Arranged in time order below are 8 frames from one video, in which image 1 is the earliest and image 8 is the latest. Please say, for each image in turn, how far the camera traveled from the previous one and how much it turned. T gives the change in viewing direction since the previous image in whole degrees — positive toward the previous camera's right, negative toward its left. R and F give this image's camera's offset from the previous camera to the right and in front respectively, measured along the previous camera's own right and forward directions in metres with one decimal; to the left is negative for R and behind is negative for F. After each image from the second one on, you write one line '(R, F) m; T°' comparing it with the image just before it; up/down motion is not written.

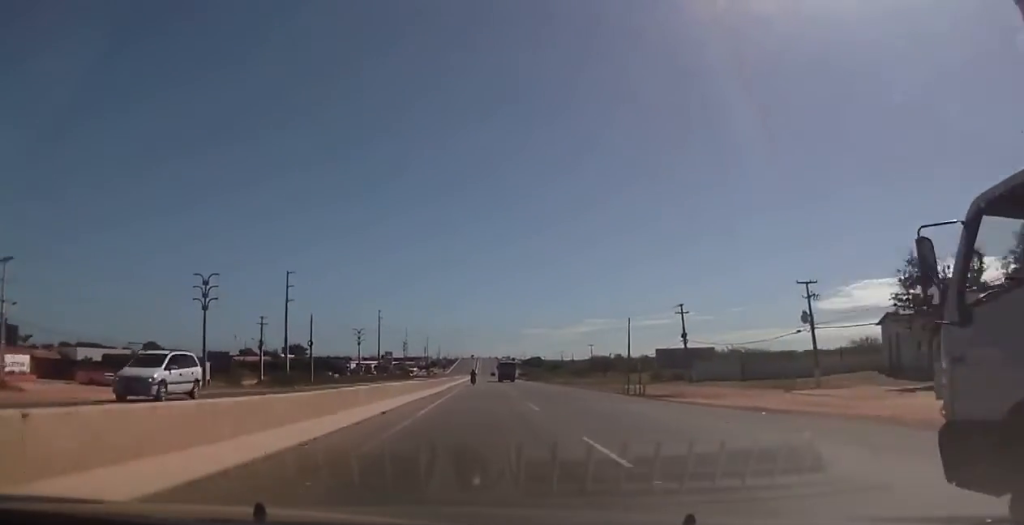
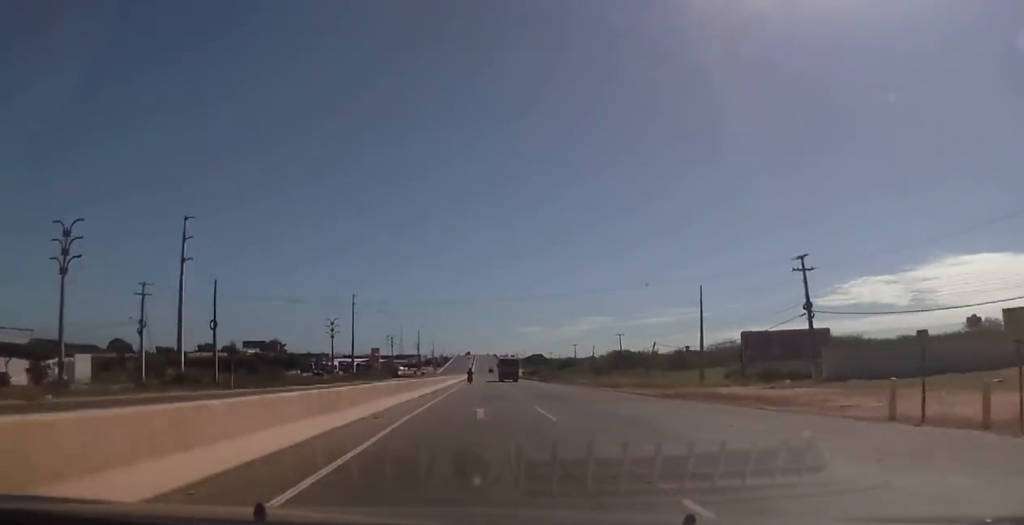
(0.0, +35.1) m; -1°
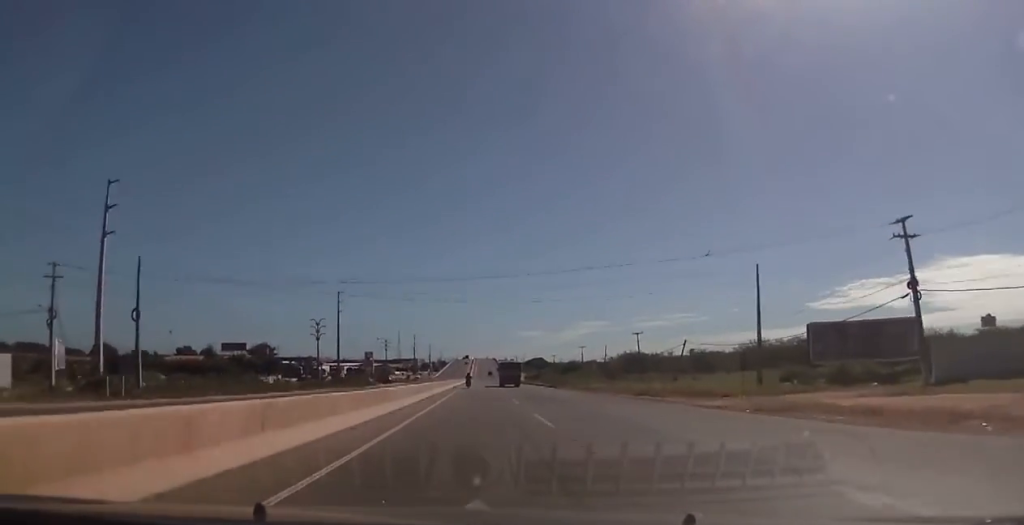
(-0.1, +17.3) m; 0°
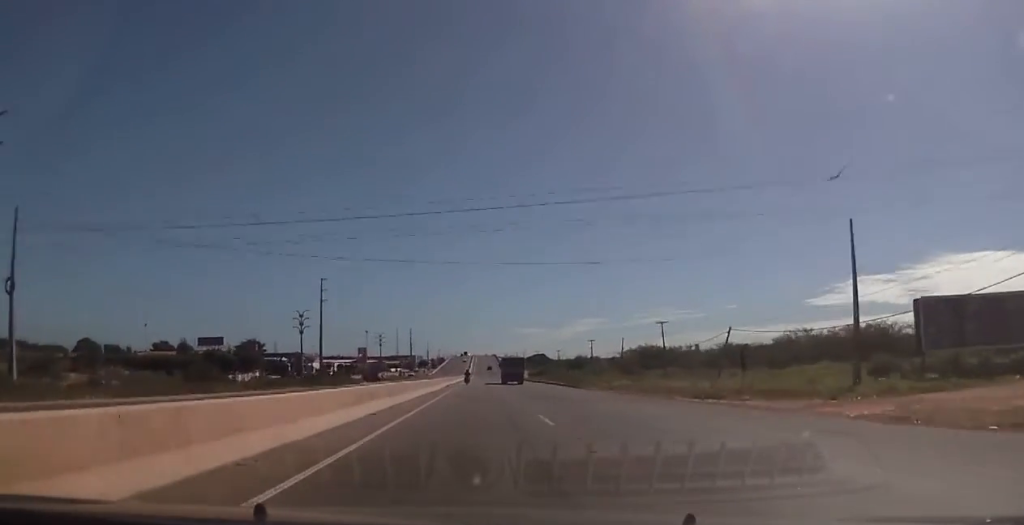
(0.0, +17.2) m; 0°
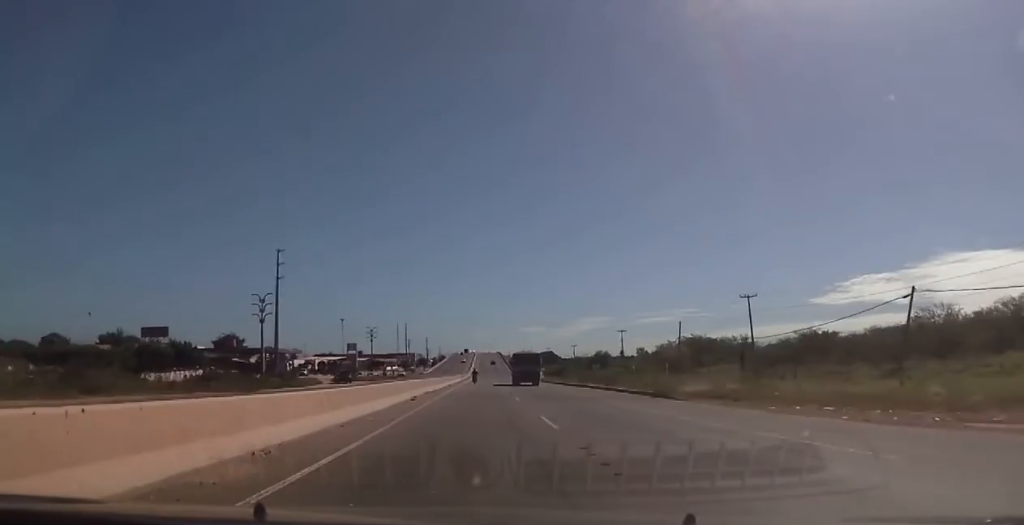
(+0.3, +33.0) m; 0°
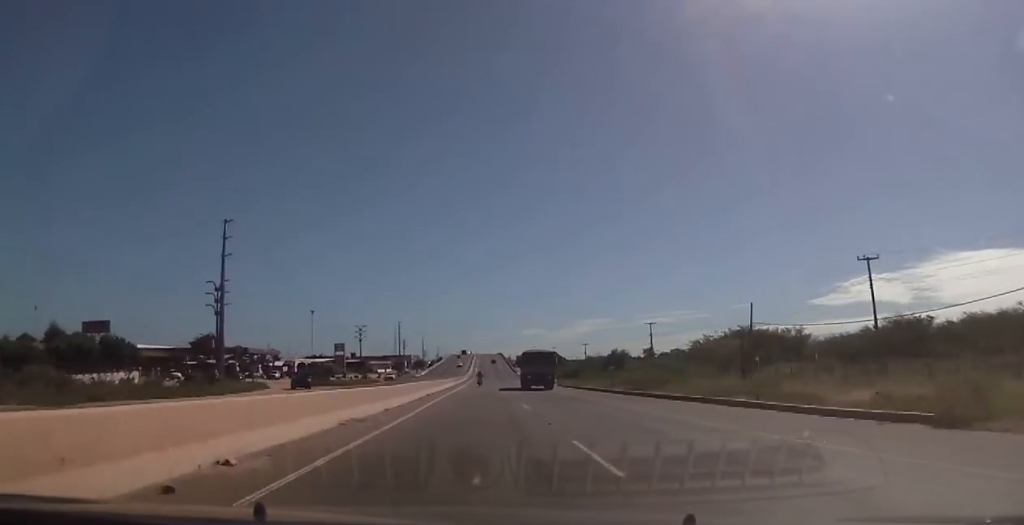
(0.0, +23.5) m; 0°
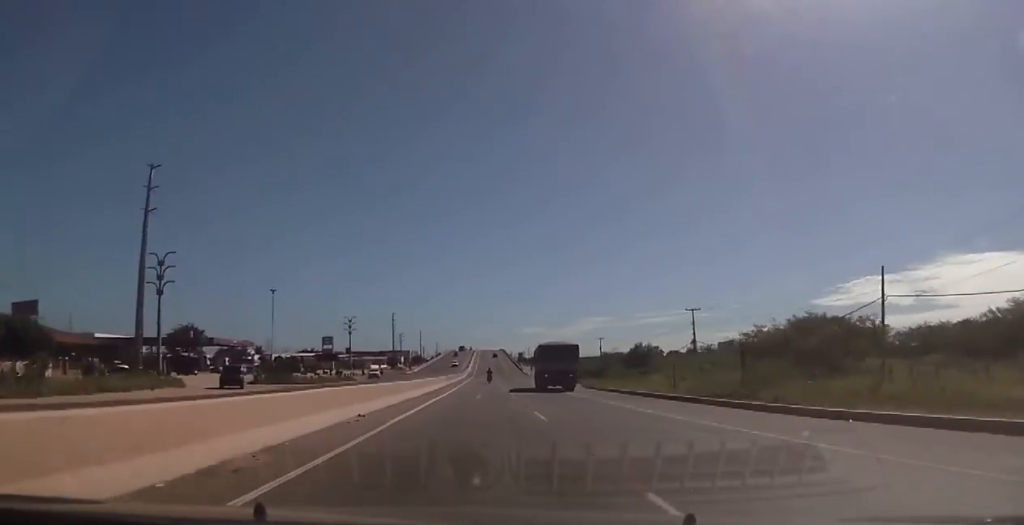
(-0.1, +21.7) m; 0°
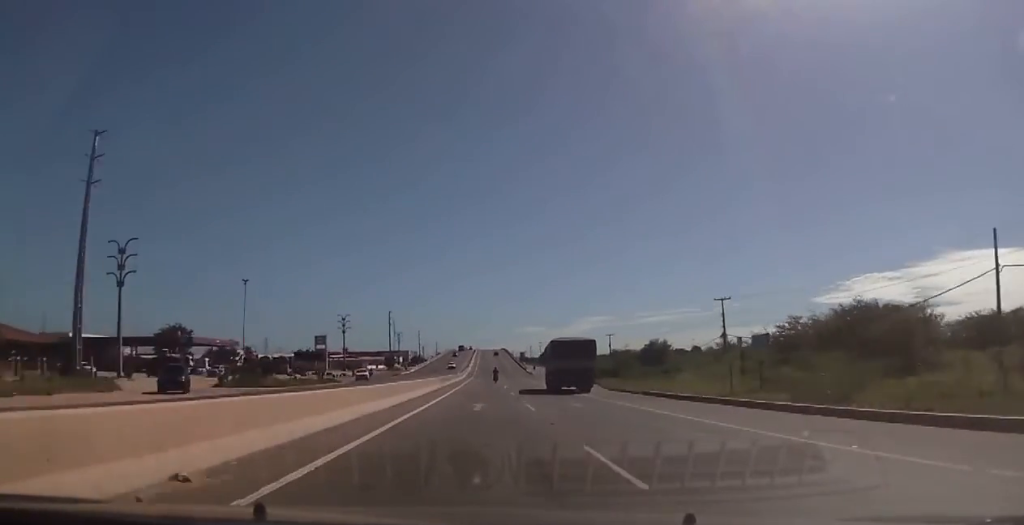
(+0.1, +10.7) m; 0°
